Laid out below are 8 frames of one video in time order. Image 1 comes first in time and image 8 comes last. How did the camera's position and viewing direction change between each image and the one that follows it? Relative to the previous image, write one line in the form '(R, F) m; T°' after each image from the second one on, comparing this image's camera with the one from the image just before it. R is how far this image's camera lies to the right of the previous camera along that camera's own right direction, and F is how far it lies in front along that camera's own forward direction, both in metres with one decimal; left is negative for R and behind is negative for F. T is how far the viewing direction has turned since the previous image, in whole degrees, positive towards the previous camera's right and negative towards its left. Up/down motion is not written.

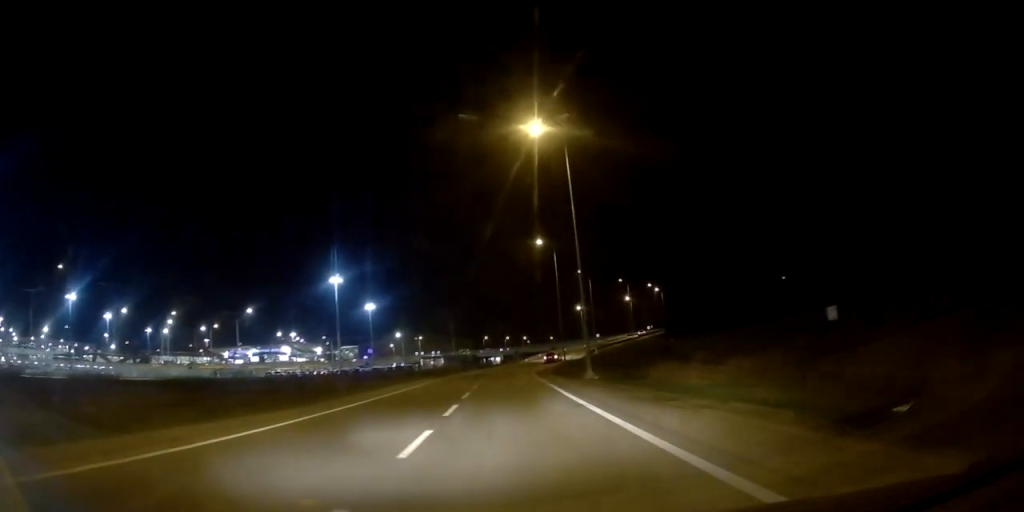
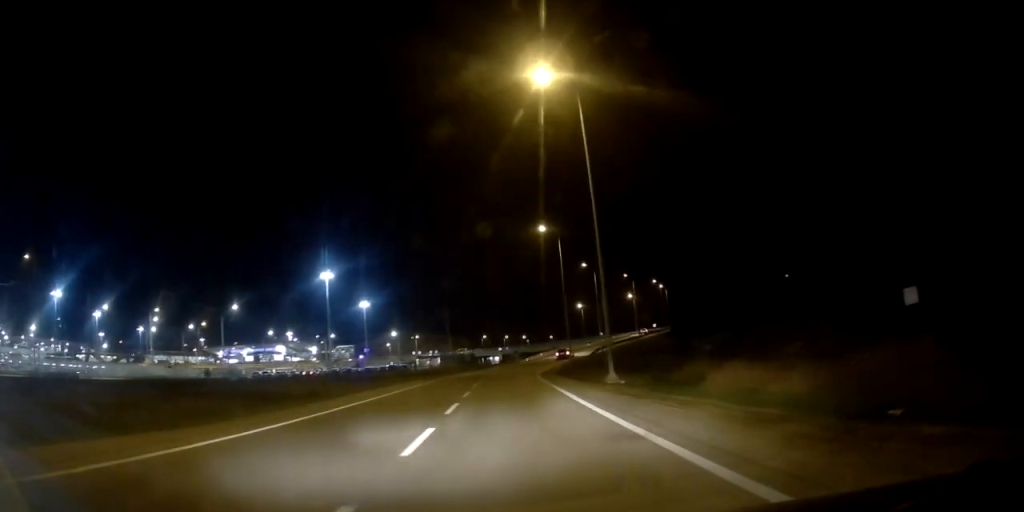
(0.0, +5.8) m; 0°
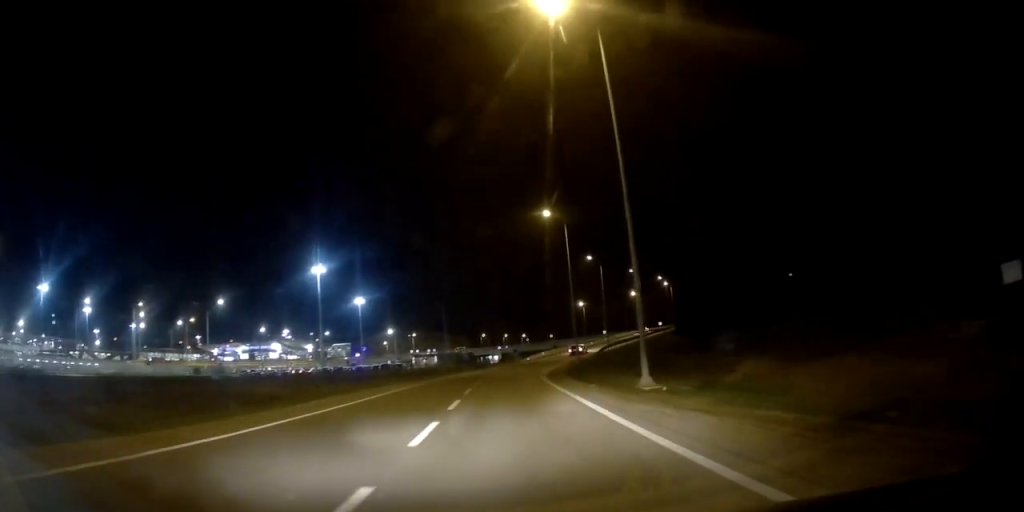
(0.0, +5.3) m; 0°
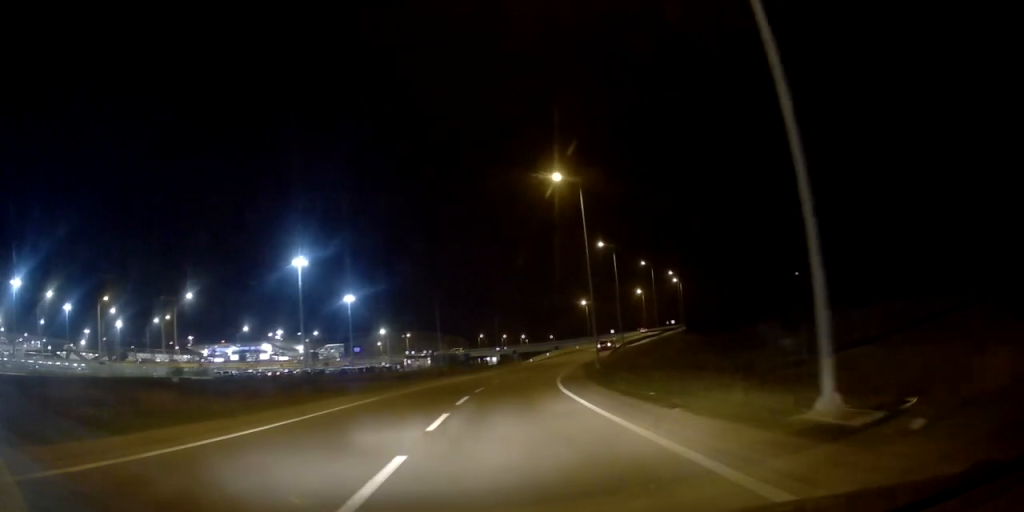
(0.0, +10.0) m; 0°
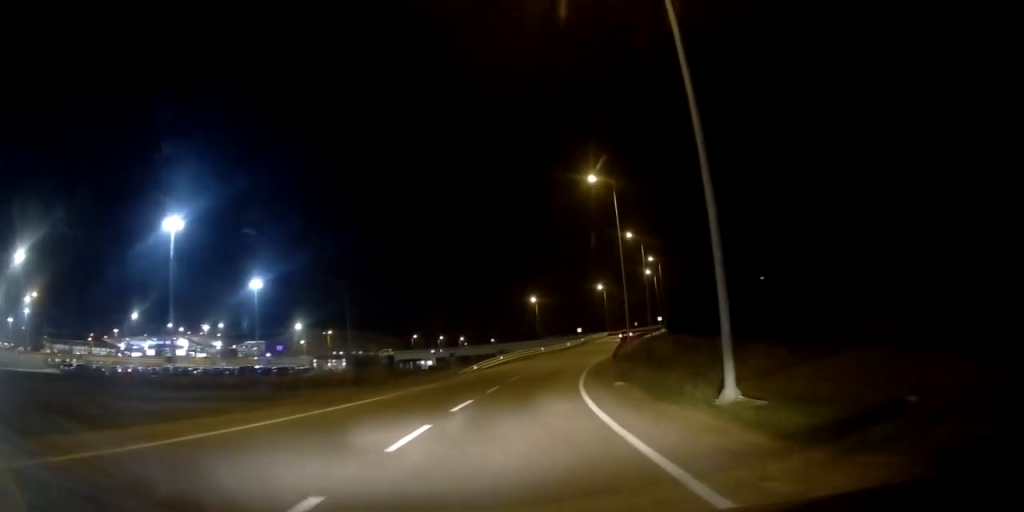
(+1.7, +27.2) m; +8°
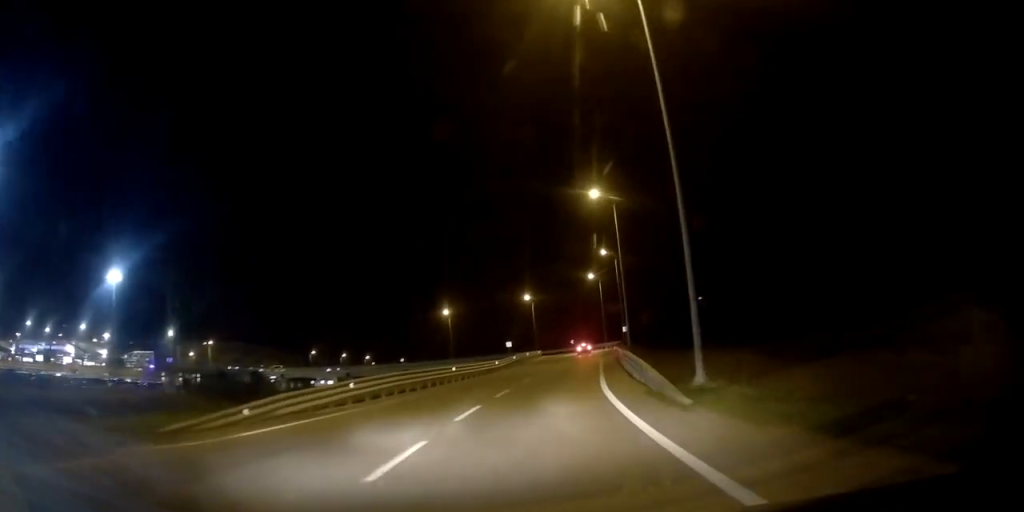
(+1.7, +26.1) m; +9°
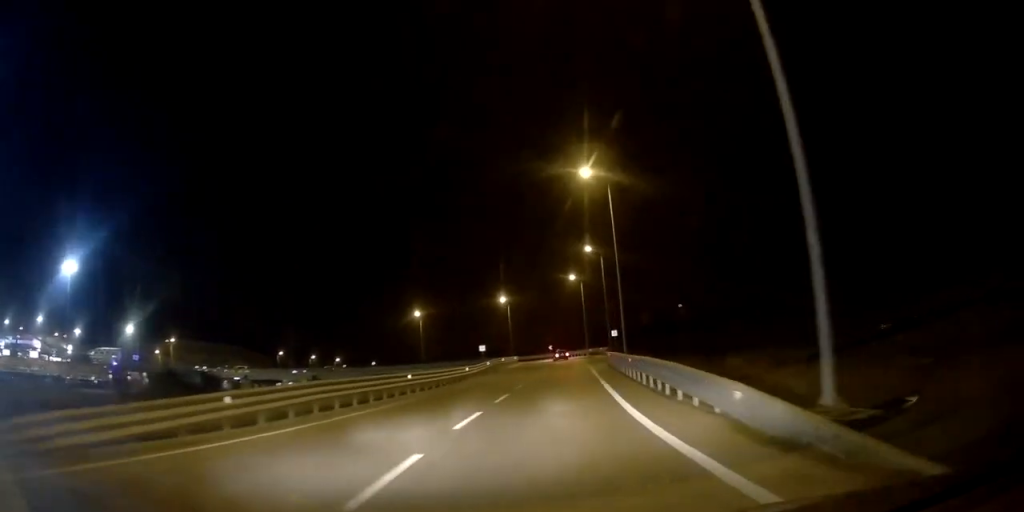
(+0.2, +7.2) m; +4°
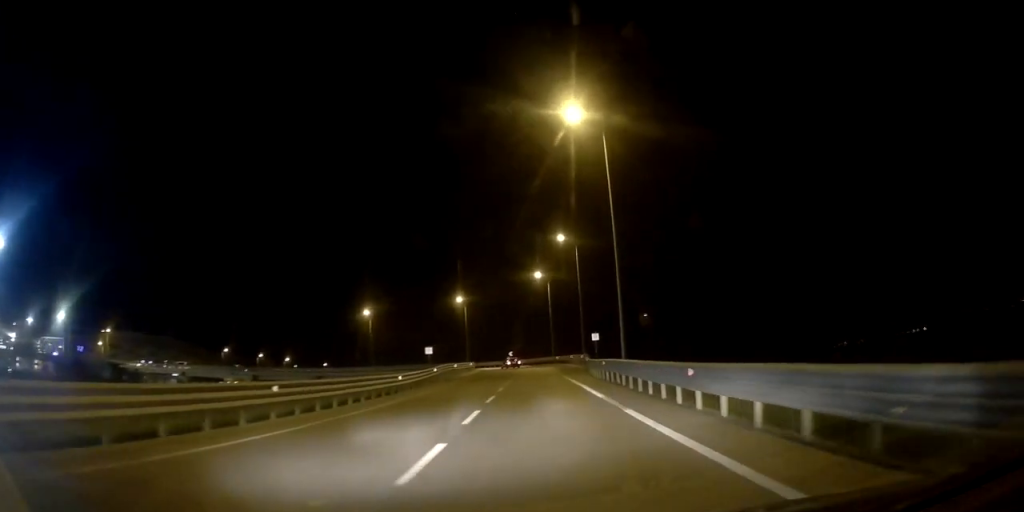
(+0.5, +11.1) m; +2°
